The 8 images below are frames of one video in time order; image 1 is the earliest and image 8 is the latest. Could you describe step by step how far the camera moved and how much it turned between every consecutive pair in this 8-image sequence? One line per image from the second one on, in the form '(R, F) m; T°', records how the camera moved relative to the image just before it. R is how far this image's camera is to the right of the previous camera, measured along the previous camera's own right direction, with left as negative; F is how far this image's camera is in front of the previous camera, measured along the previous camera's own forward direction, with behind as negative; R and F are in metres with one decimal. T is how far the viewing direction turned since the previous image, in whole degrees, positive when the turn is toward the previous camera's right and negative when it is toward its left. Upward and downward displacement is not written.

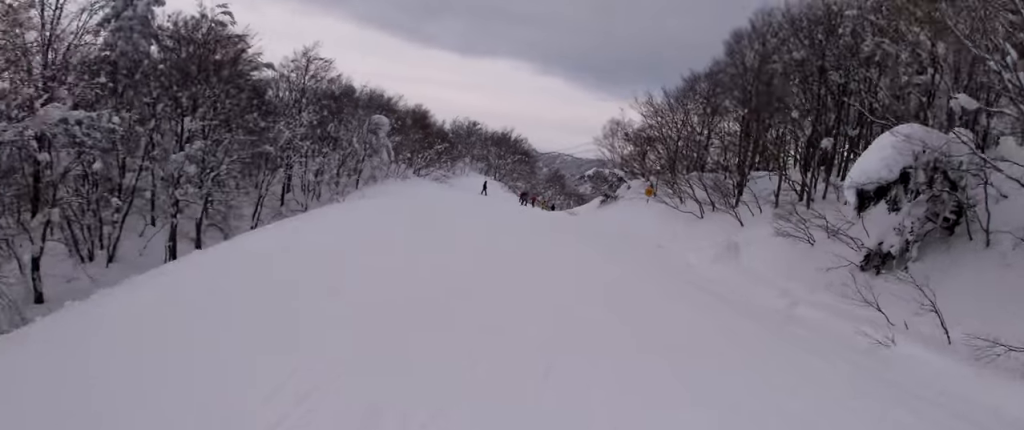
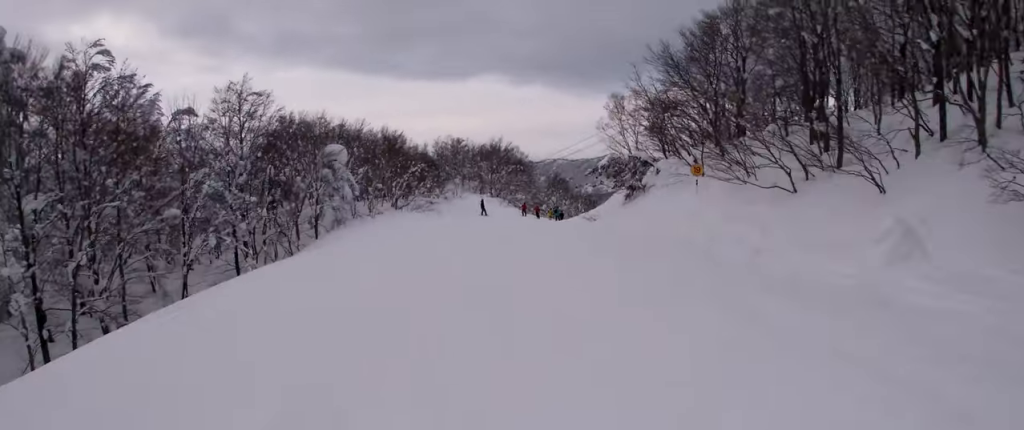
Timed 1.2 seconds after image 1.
(+0.3, +9.7) m; +8°
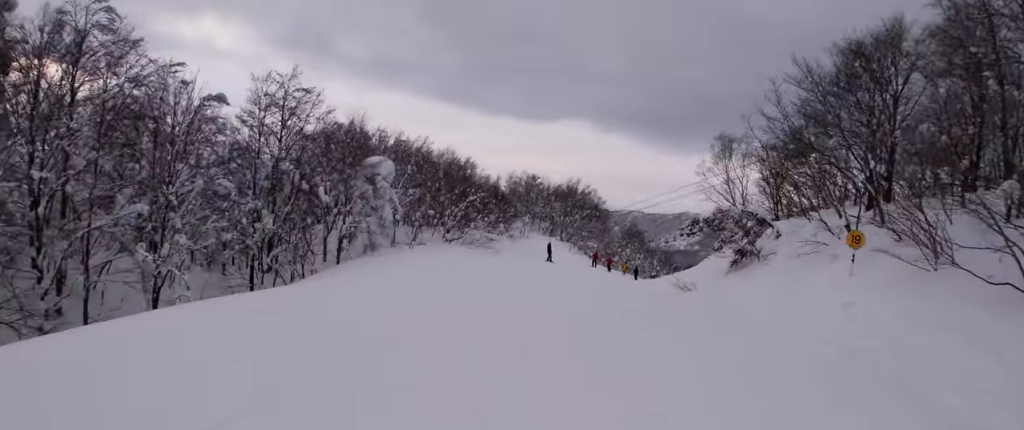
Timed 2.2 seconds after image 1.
(+0.9, +7.7) m; 0°
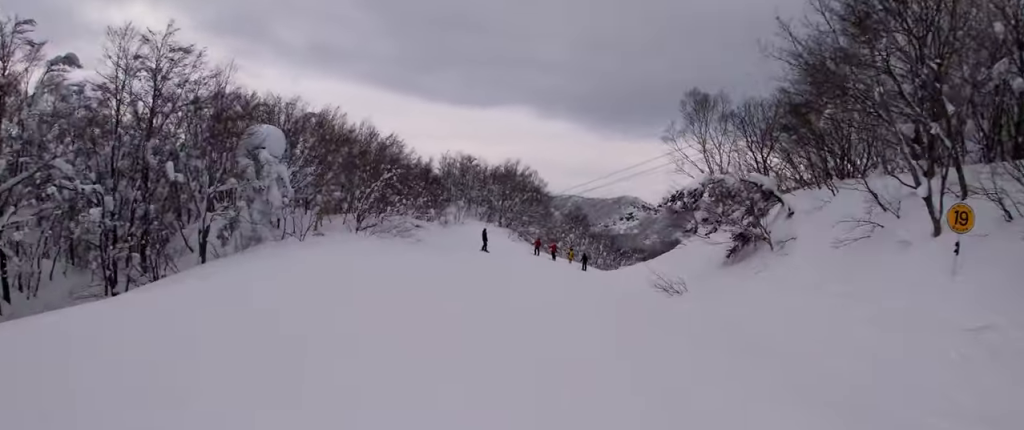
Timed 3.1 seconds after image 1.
(-0.8, +7.0) m; -5°
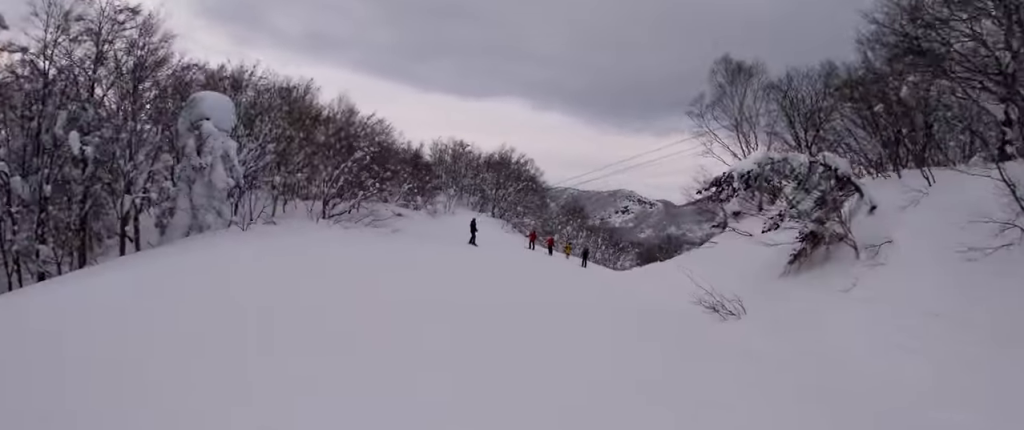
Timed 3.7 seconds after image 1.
(+0.2, +4.5) m; -1°
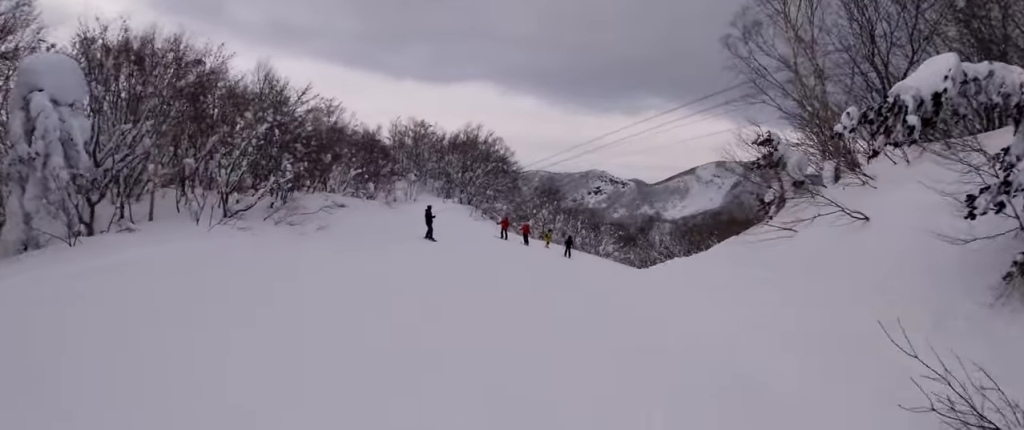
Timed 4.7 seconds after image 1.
(-0.2, +7.1) m; 0°
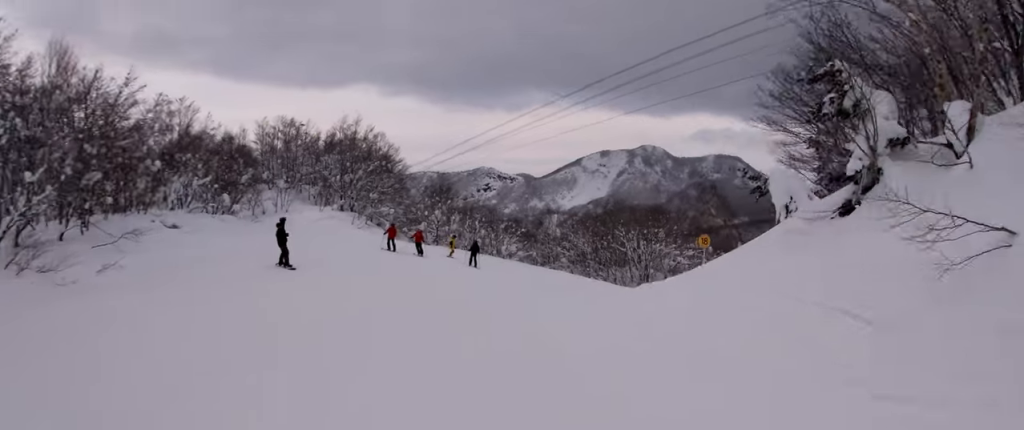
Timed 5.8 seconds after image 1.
(+0.3, +7.8) m; +7°
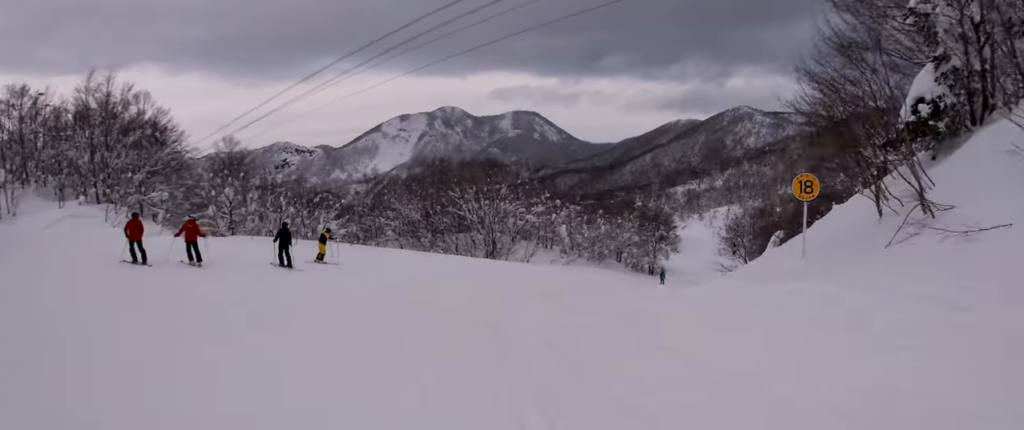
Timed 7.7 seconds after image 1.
(+3.1, +13.3) m; +22°
